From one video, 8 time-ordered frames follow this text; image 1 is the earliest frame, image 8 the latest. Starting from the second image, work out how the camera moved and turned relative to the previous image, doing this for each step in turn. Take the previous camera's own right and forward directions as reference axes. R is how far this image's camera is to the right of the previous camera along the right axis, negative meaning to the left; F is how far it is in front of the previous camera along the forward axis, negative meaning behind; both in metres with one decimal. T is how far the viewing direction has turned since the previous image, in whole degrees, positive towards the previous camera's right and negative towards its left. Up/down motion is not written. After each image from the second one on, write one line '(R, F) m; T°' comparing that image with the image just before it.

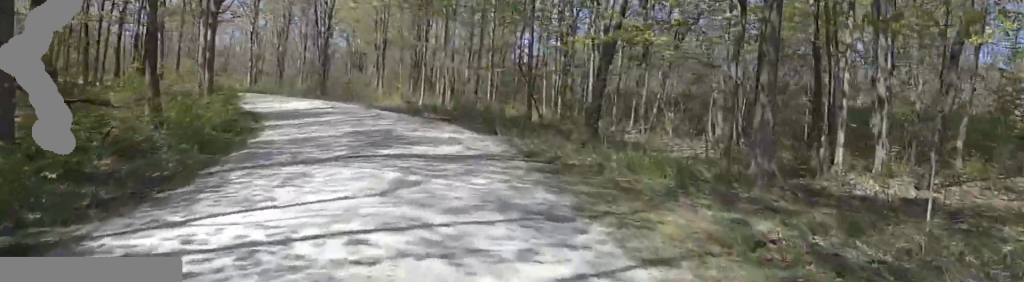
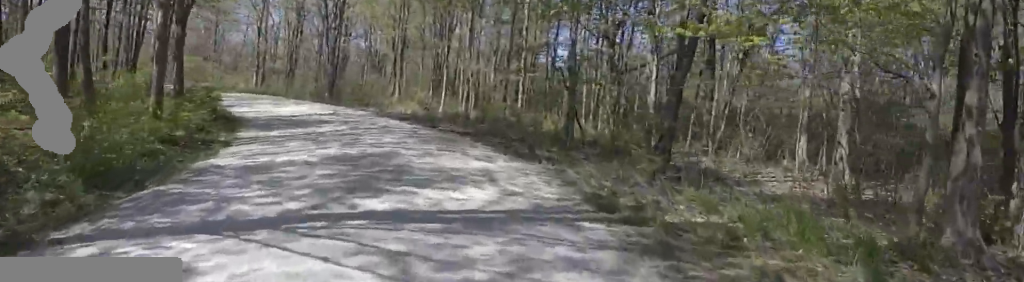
(0.0, +3.2) m; -7°
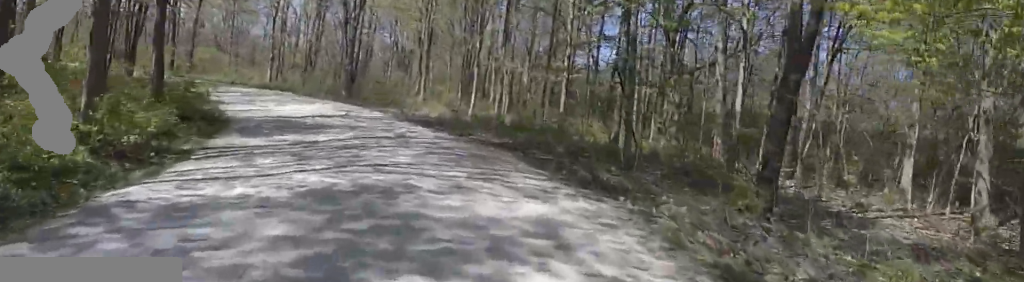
(-0.2, +2.5) m; -2°
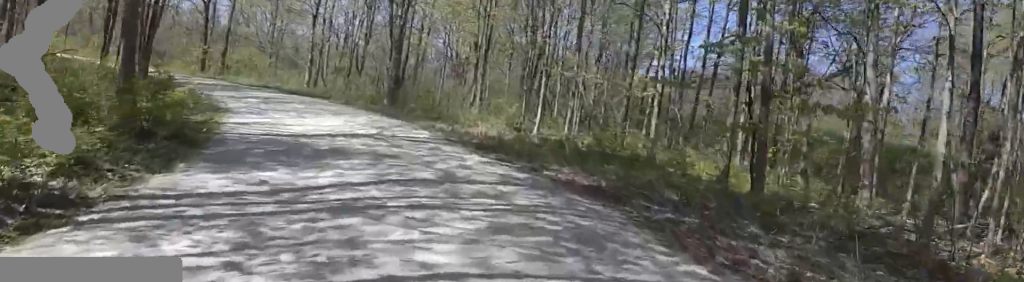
(-0.4, +3.4) m; -1°
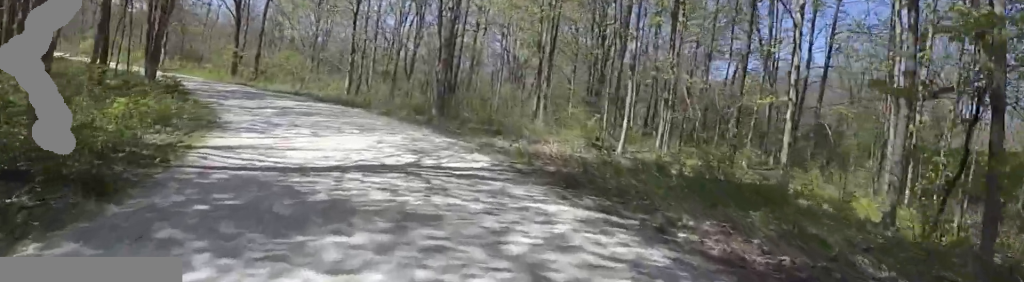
(+0.4, +3.3) m; 0°
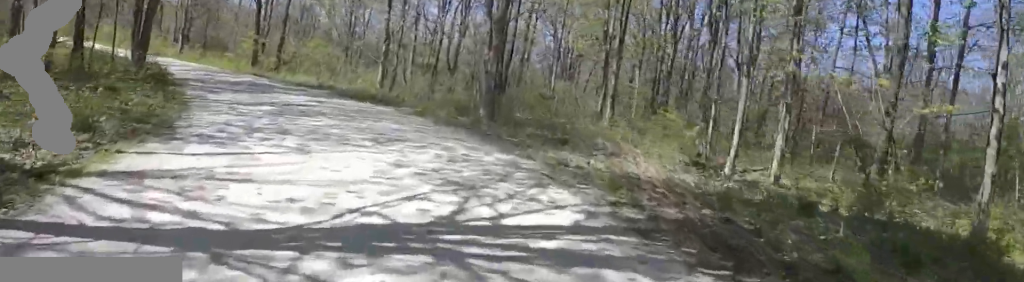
(-0.1, +3.3) m; -6°
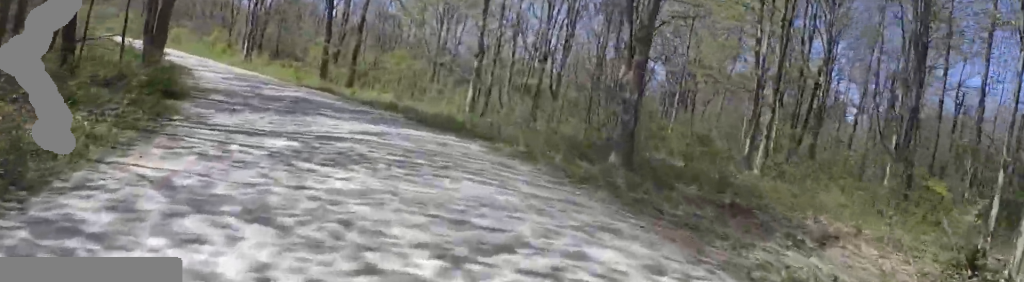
(-0.3, +3.9) m; -12°
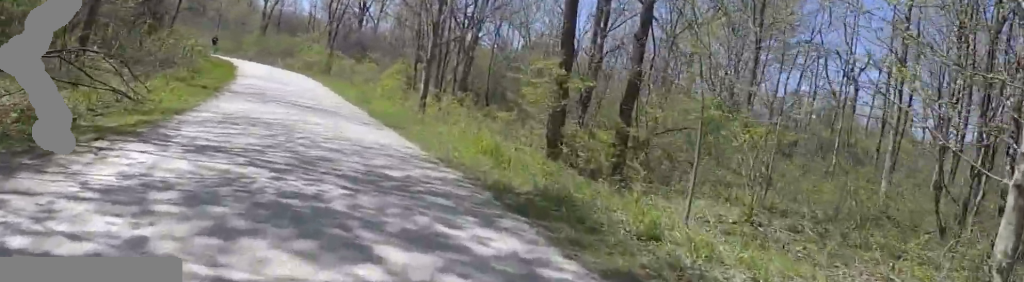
(-2.6, +10.9) m; -17°
